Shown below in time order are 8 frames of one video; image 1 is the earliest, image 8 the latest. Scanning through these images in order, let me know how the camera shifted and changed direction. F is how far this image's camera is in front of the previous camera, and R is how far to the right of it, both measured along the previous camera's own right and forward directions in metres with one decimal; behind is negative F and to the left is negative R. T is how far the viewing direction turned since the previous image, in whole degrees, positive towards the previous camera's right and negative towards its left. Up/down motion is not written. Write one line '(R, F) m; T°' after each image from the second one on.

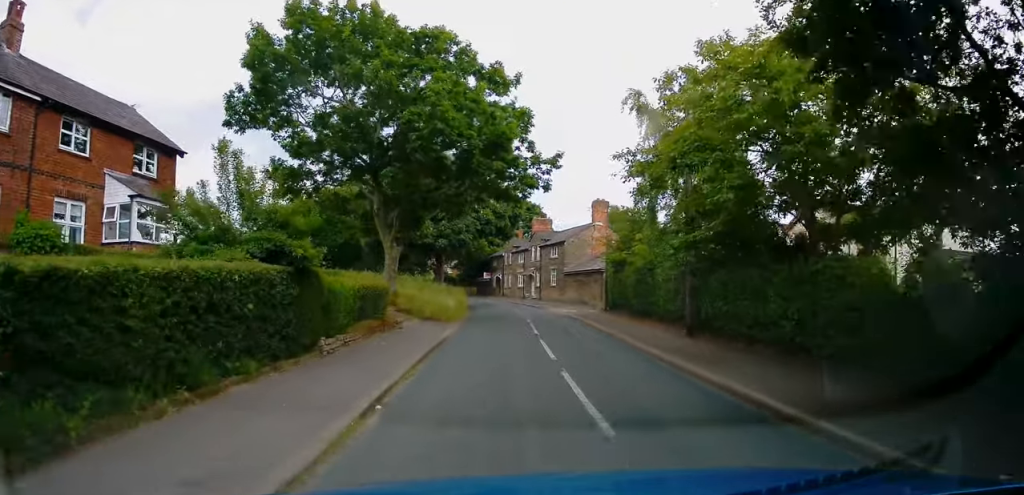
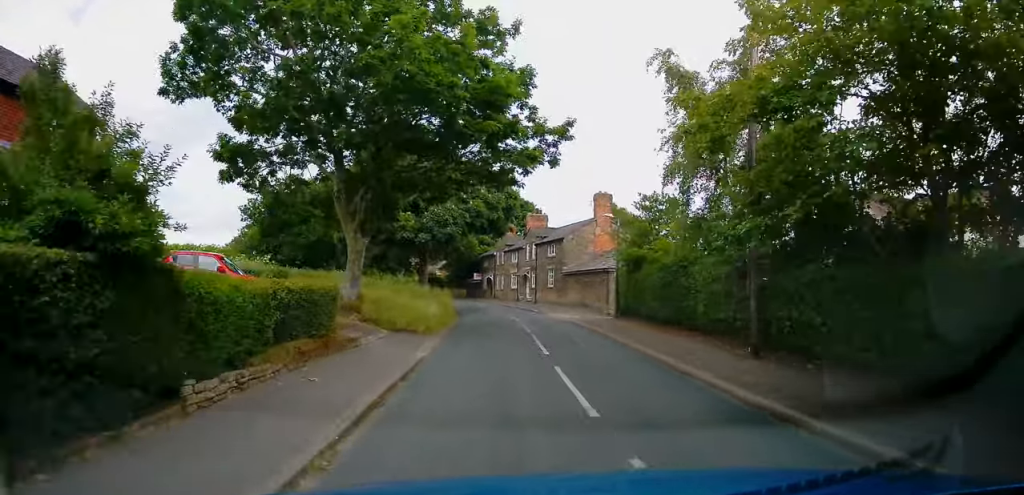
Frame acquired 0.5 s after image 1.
(+0.1, +5.1) m; +1°
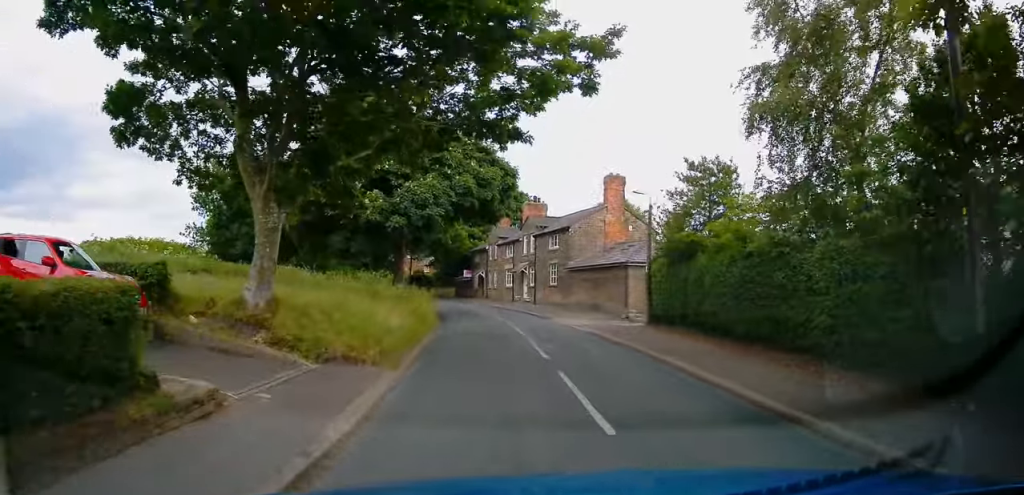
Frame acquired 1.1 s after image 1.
(0.0, +6.9) m; +1°
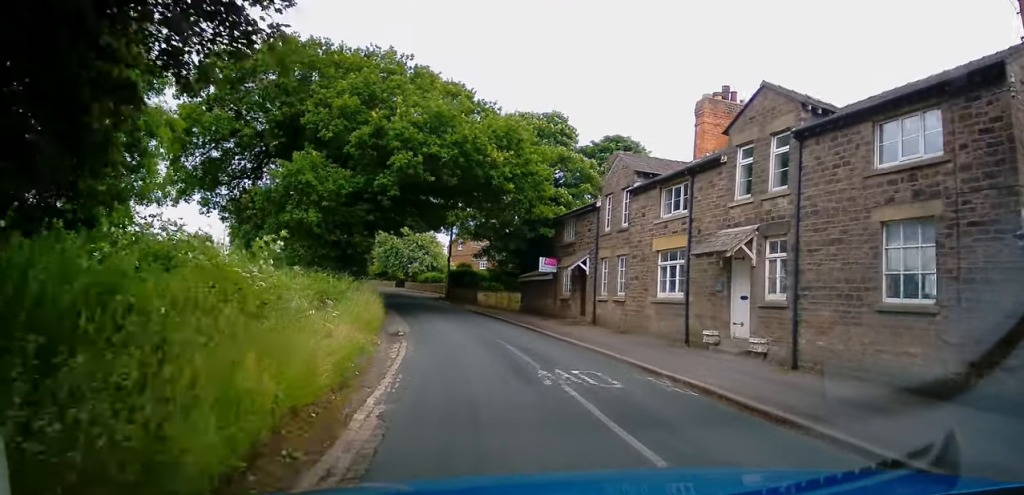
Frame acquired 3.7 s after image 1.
(-0.7, +30.1) m; -7°
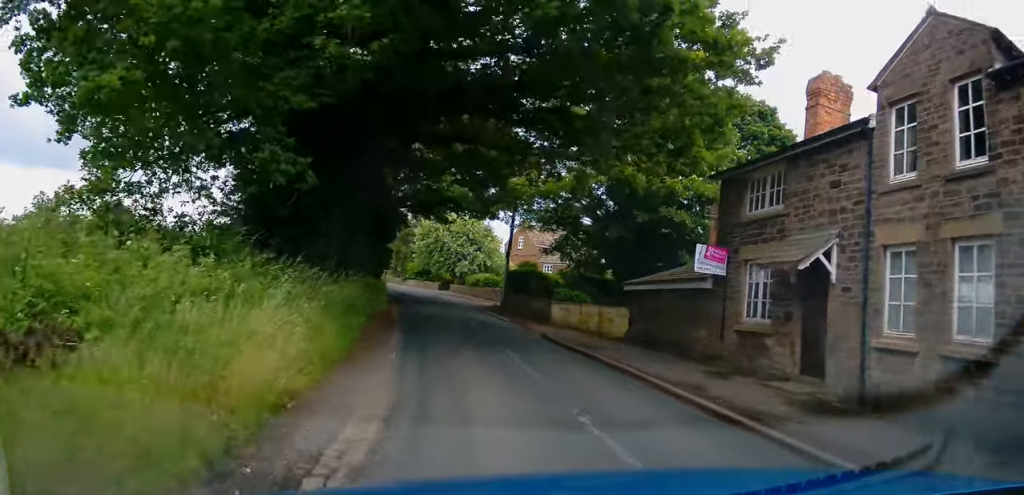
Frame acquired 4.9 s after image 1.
(-0.6, +13.6) m; -4°
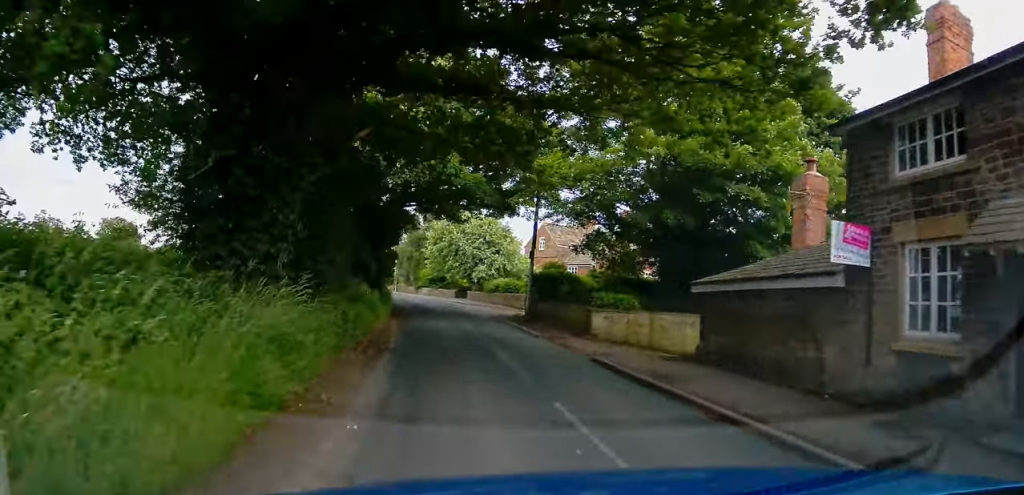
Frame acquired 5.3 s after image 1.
(+0.1, +4.7) m; -1°
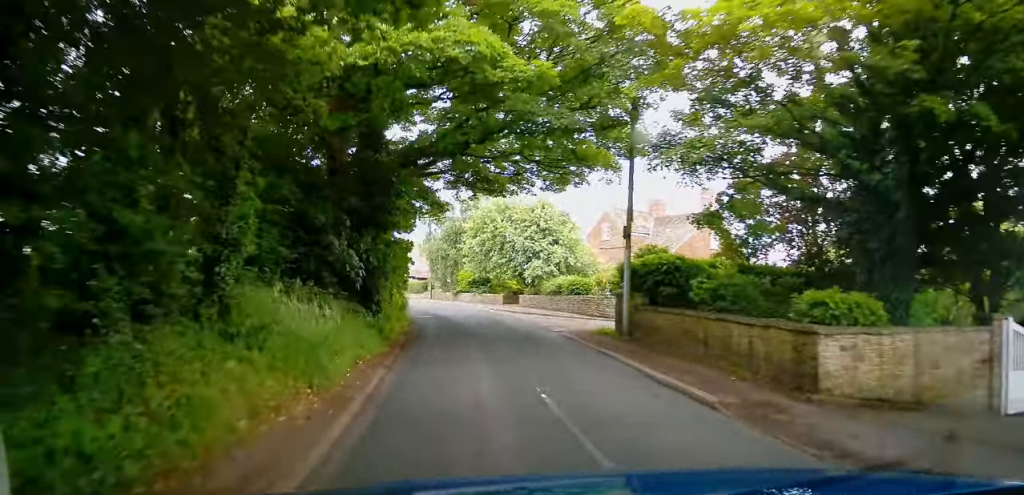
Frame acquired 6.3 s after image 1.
(-0.4, +11.6) m; -4°
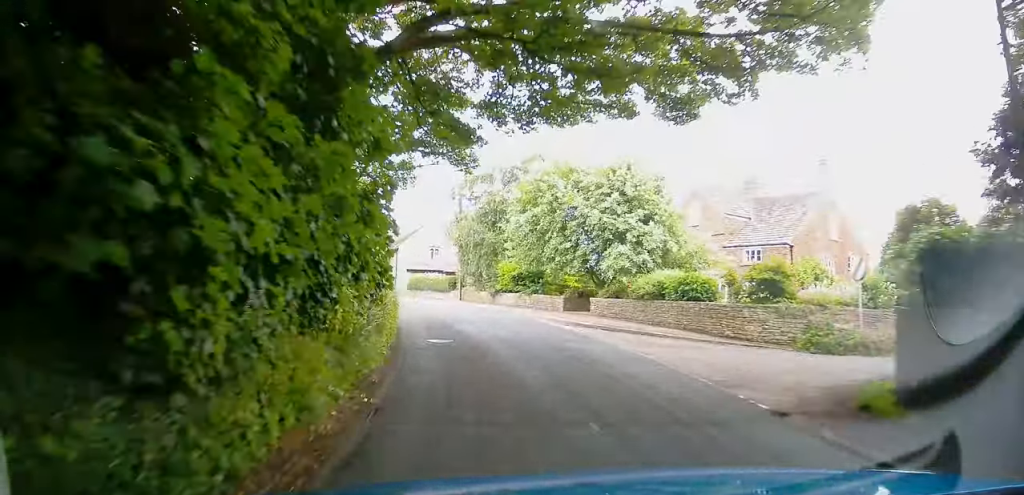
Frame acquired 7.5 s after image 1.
(-0.4, +13.4) m; -5°
